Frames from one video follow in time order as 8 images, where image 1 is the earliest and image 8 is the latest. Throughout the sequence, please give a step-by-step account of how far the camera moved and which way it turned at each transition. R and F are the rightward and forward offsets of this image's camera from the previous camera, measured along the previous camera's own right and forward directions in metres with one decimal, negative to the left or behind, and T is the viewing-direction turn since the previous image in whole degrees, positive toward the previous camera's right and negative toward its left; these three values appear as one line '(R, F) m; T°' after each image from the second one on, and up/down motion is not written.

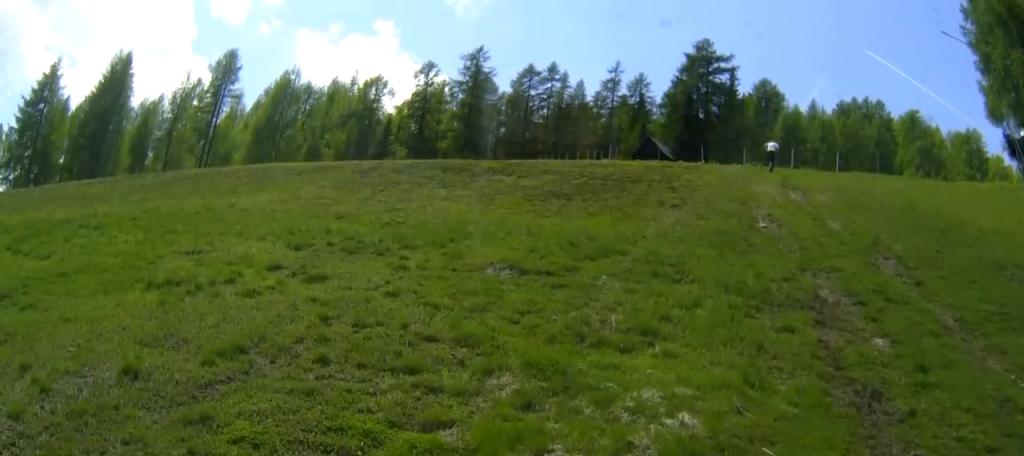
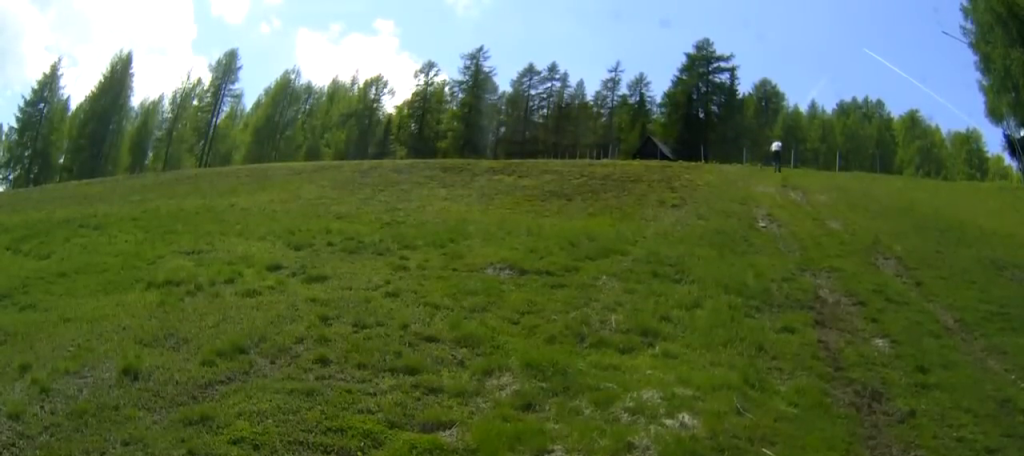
(0.0, 0.0) m; 0°
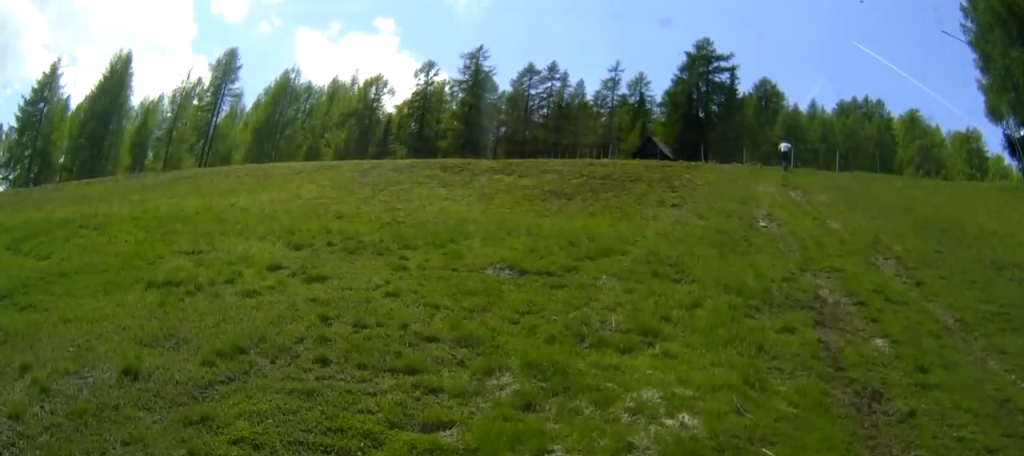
(0.0, 0.0) m; 0°
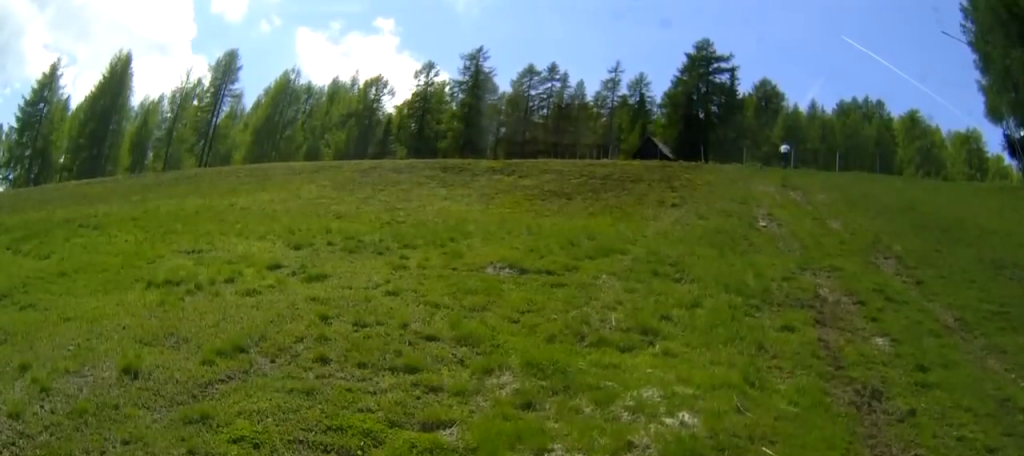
(0.0, 0.0) m; 0°
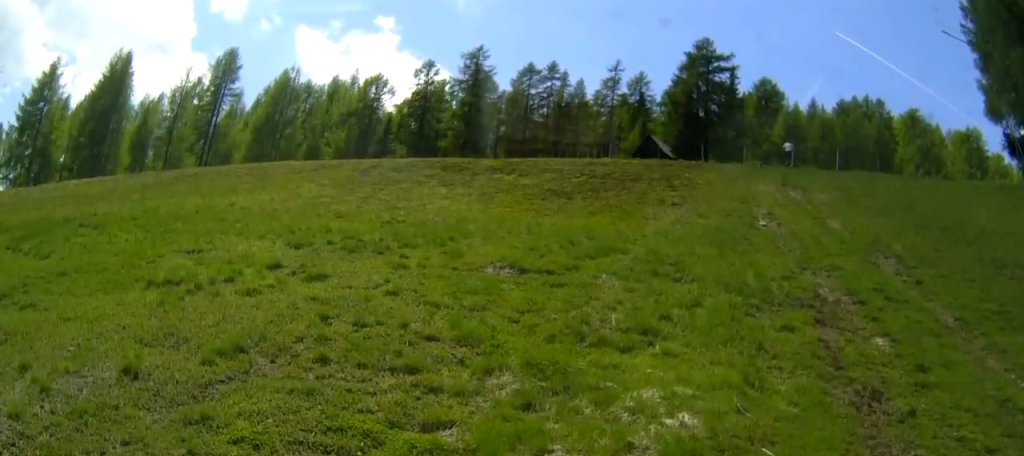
(0.0, 0.0) m; 0°
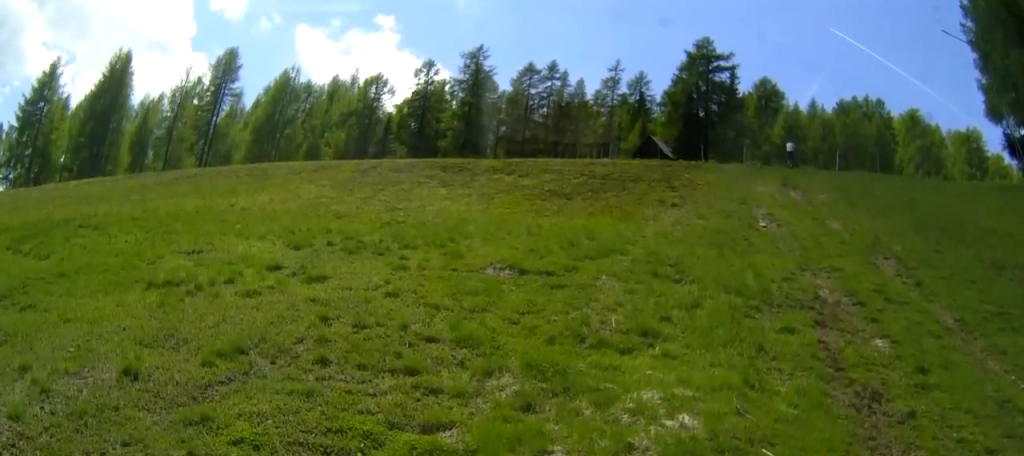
(0.0, 0.0) m; 0°
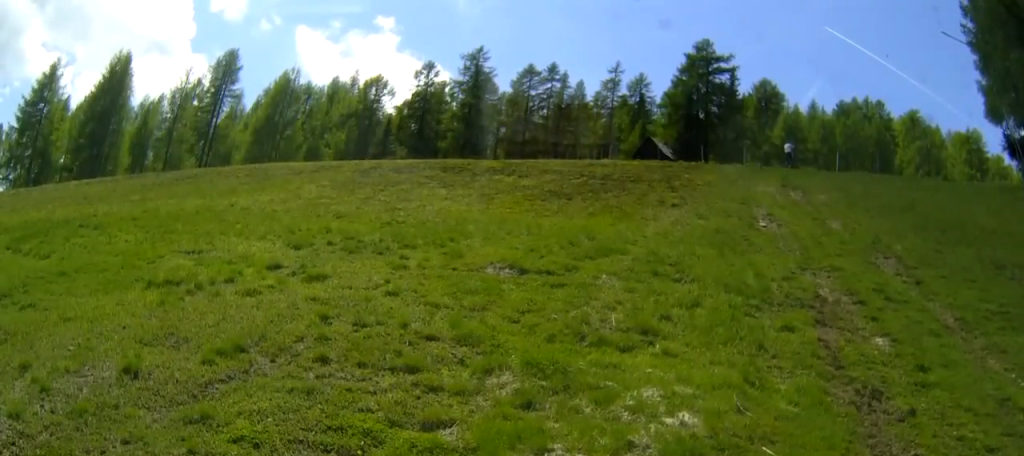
(0.0, 0.0) m; 0°
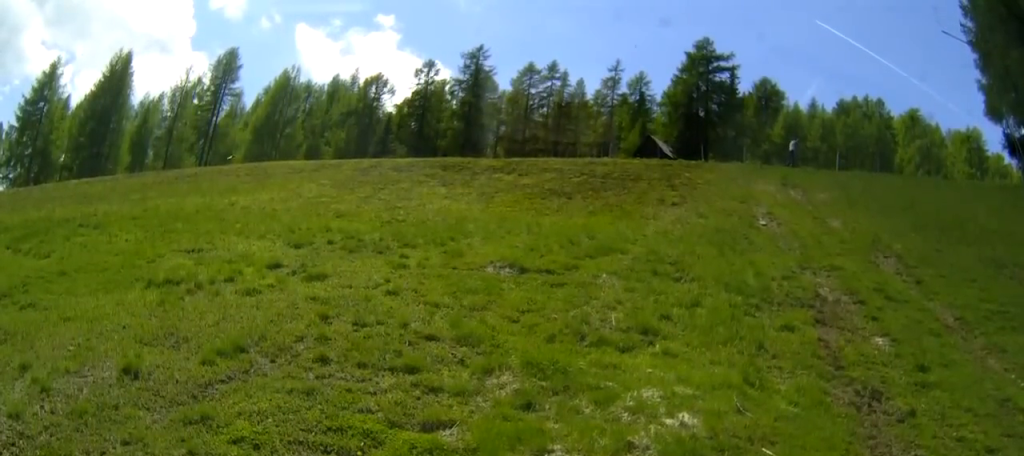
(0.0, 0.0) m; 0°
